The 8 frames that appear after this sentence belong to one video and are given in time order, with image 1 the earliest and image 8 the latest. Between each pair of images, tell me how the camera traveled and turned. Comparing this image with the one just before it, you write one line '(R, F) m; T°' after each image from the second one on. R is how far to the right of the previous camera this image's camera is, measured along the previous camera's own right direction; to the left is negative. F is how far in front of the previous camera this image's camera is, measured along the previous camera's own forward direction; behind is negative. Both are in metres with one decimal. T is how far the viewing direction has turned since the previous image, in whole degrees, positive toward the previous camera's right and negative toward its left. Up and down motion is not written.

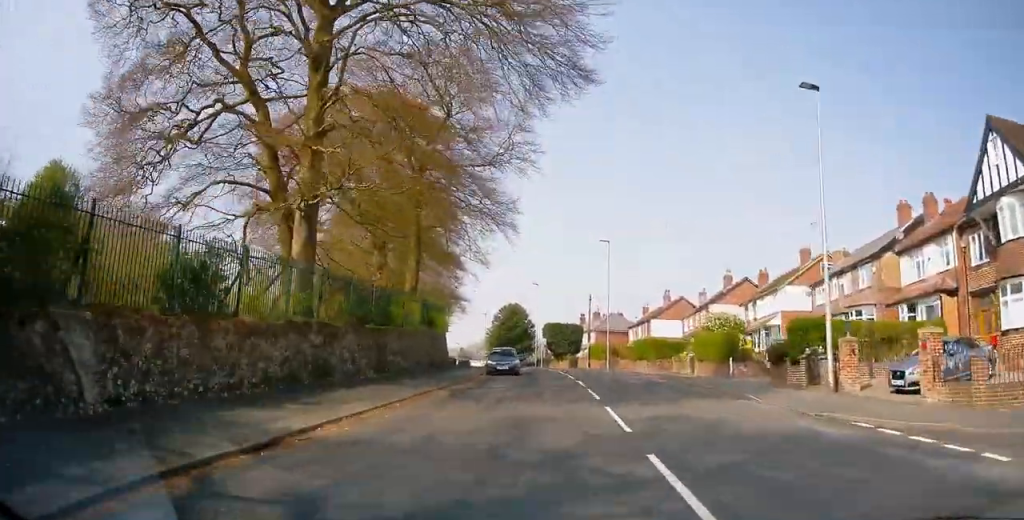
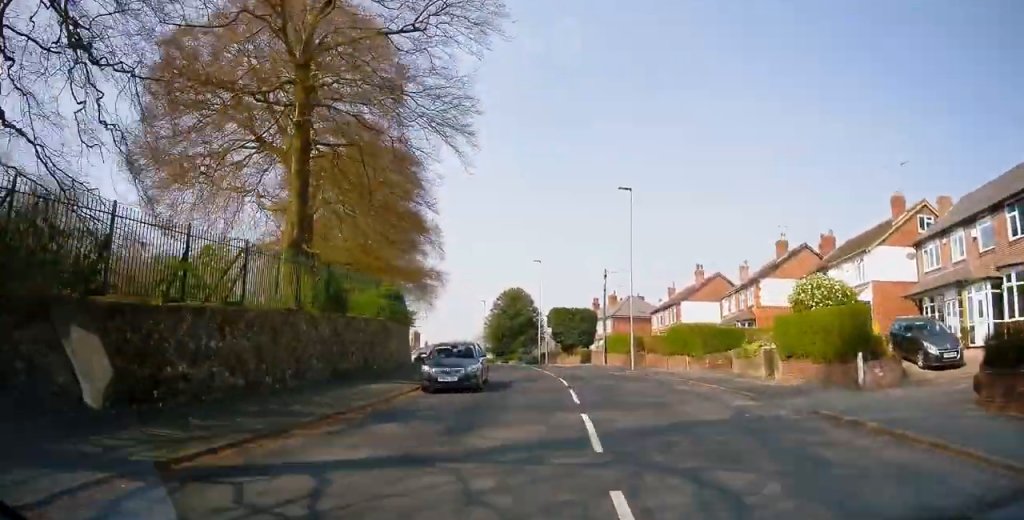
(-0.1, +14.9) m; -2°
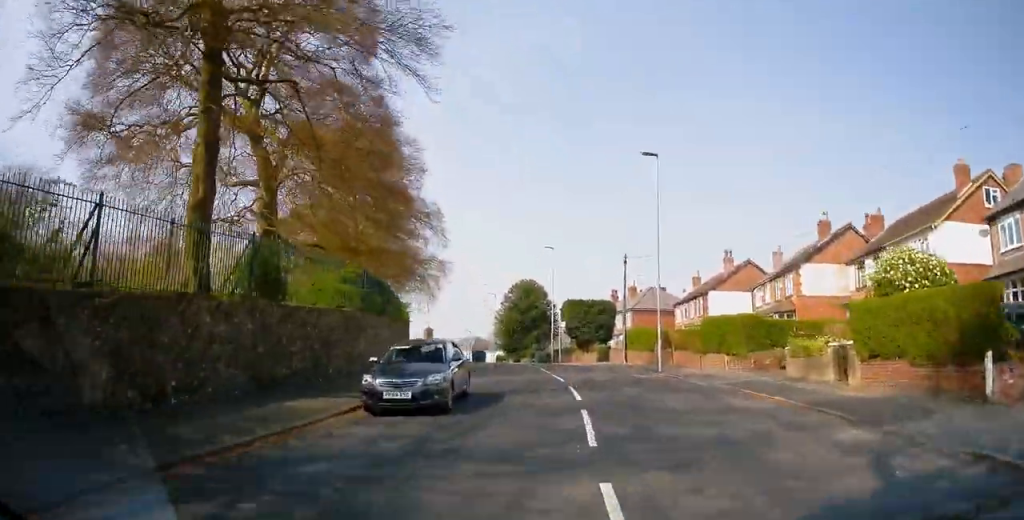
(+0.3, +6.3) m; -1°
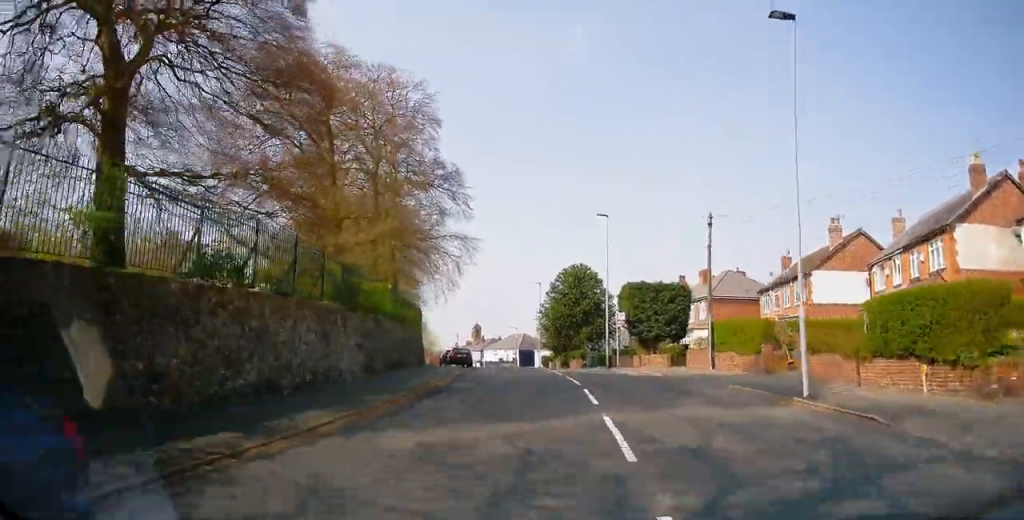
(-1.2, +15.2) m; -4°
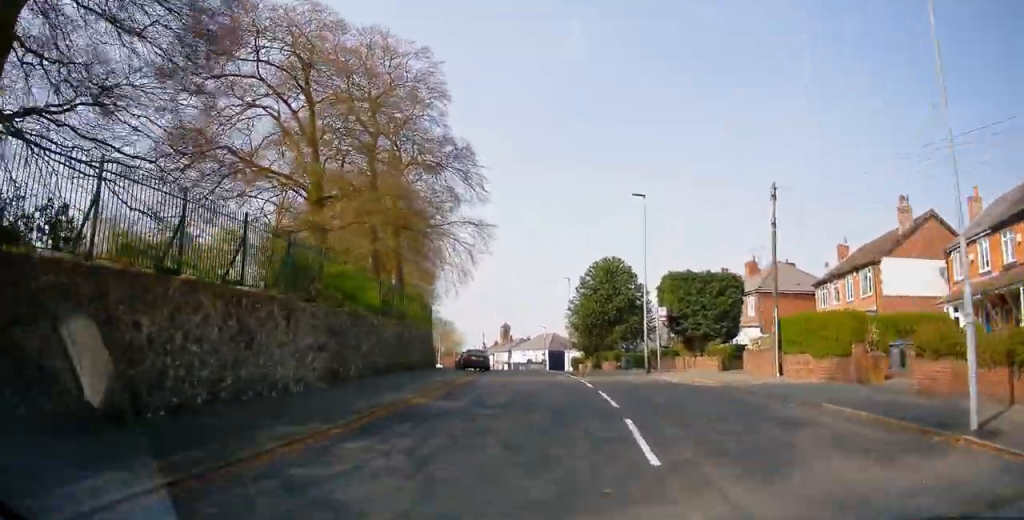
(0.0, +7.6) m; 0°
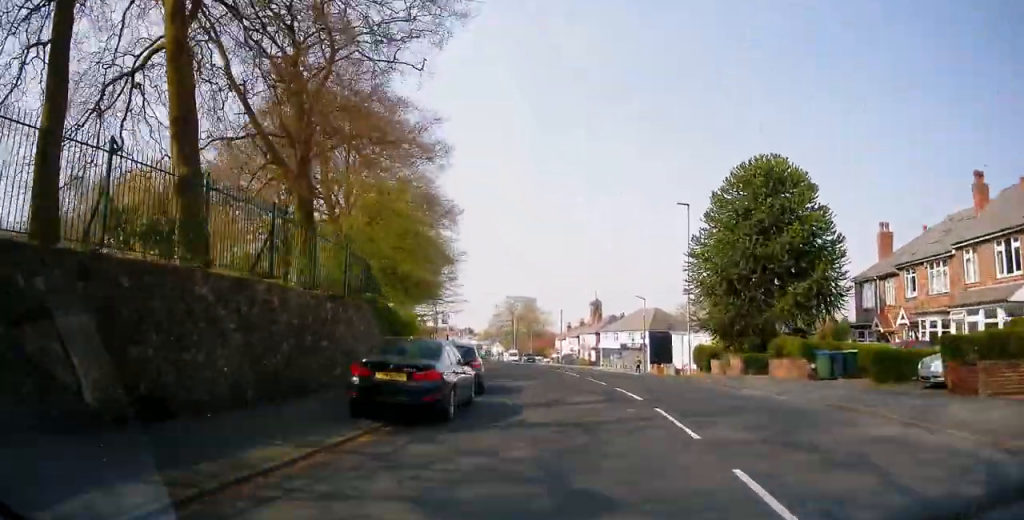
(-3.7, +25.8) m; -19°
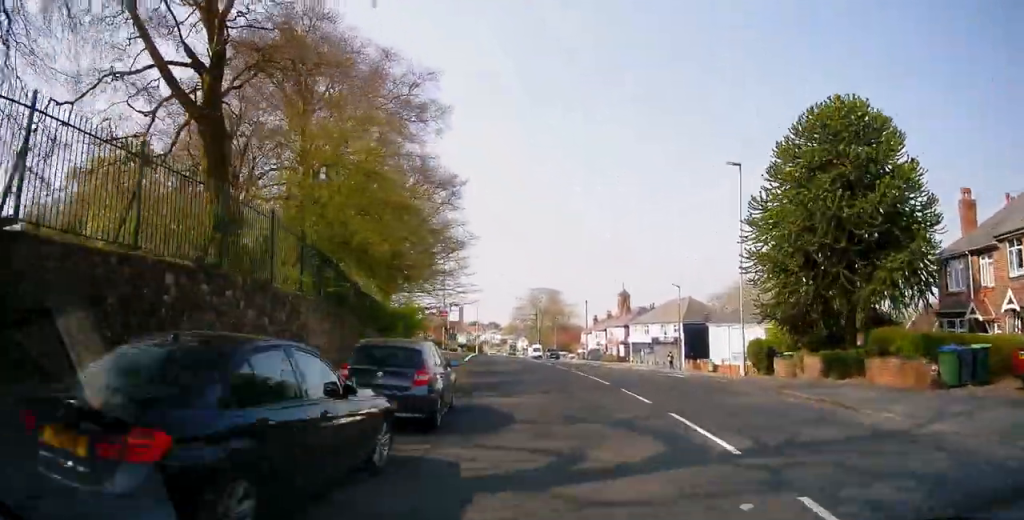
(+0.6, +6.4) m; +2°
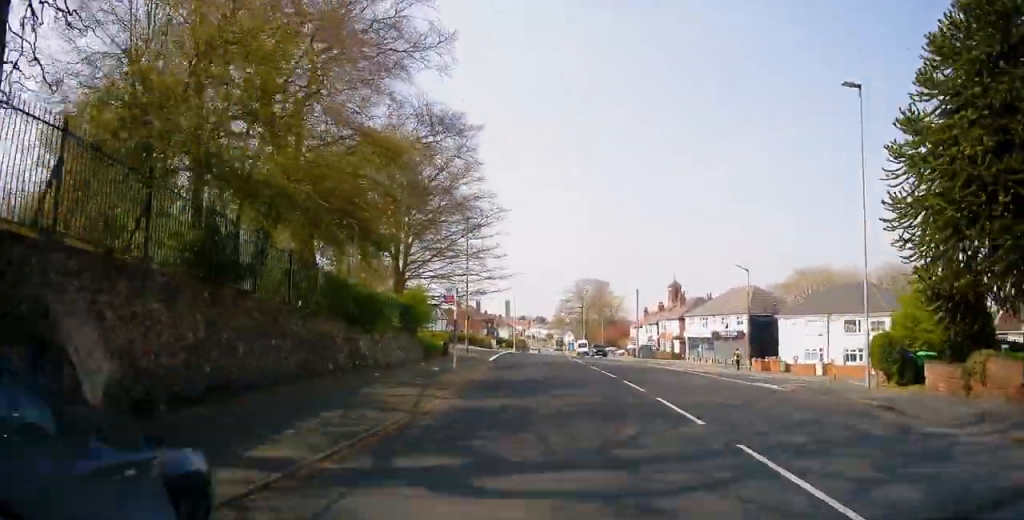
(+0.3, +8.7) m; 0°
